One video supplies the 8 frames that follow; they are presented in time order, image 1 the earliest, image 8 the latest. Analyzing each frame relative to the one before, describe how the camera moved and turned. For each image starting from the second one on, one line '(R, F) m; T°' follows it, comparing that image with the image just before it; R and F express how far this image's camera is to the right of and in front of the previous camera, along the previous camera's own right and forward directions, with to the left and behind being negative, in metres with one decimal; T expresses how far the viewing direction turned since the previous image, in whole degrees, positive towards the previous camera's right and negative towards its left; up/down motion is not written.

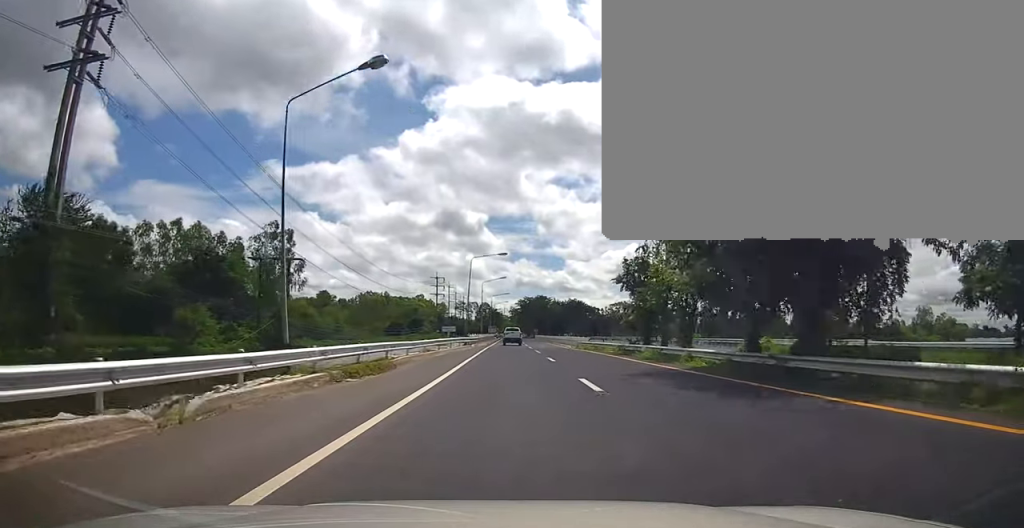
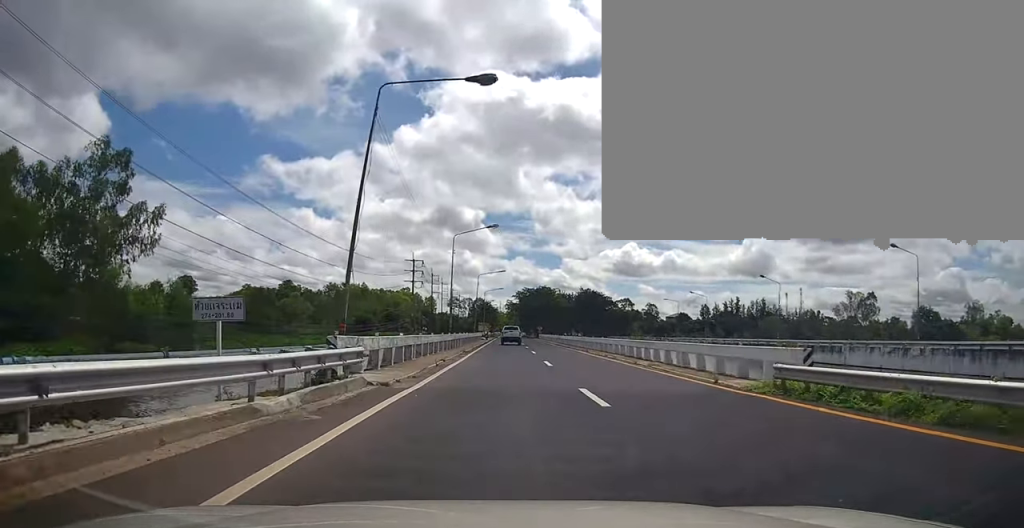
(+0.2, +37.9) m; +1°
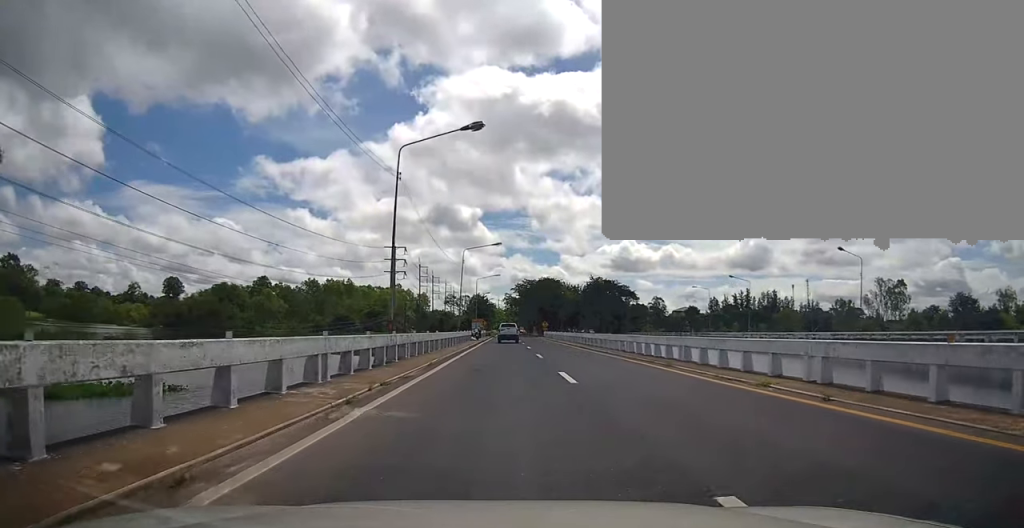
(0.0, +20.7) m; 0°
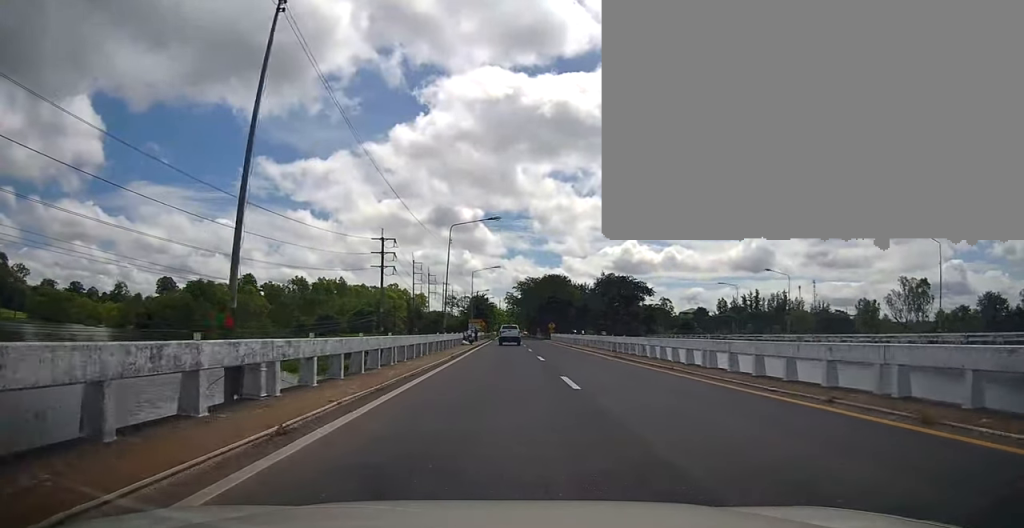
(0.0, +12.7) m; 0°
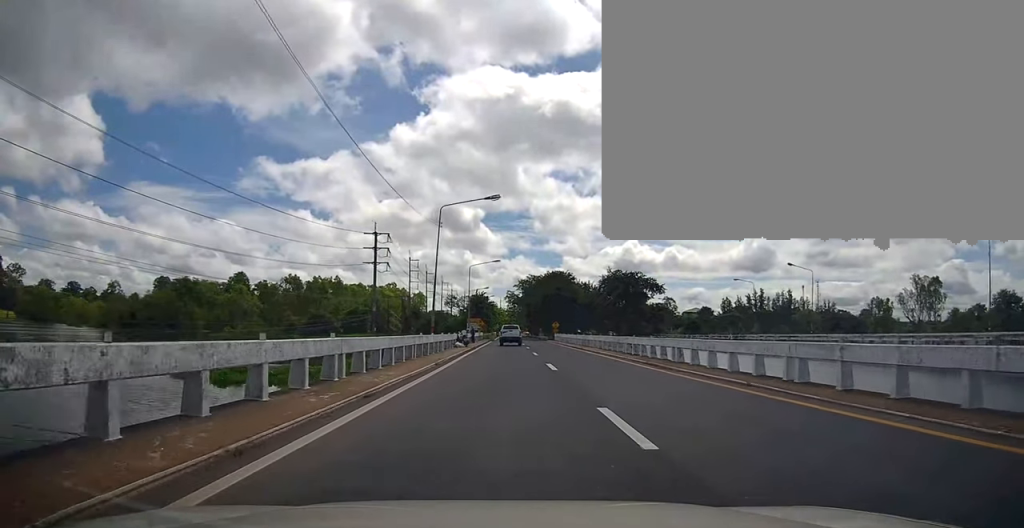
(-0.1, +6.2) m; 0°
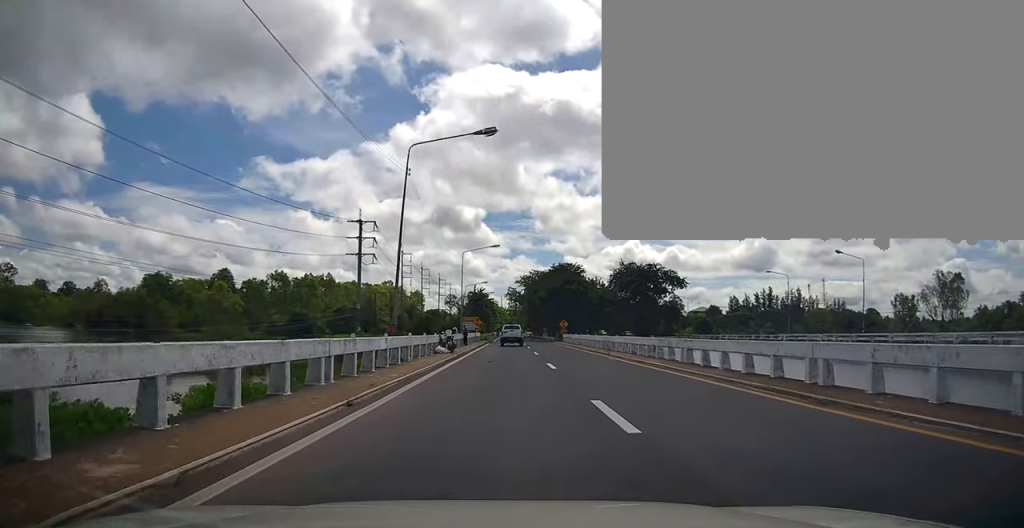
(0.0, +11.1) m; 0°
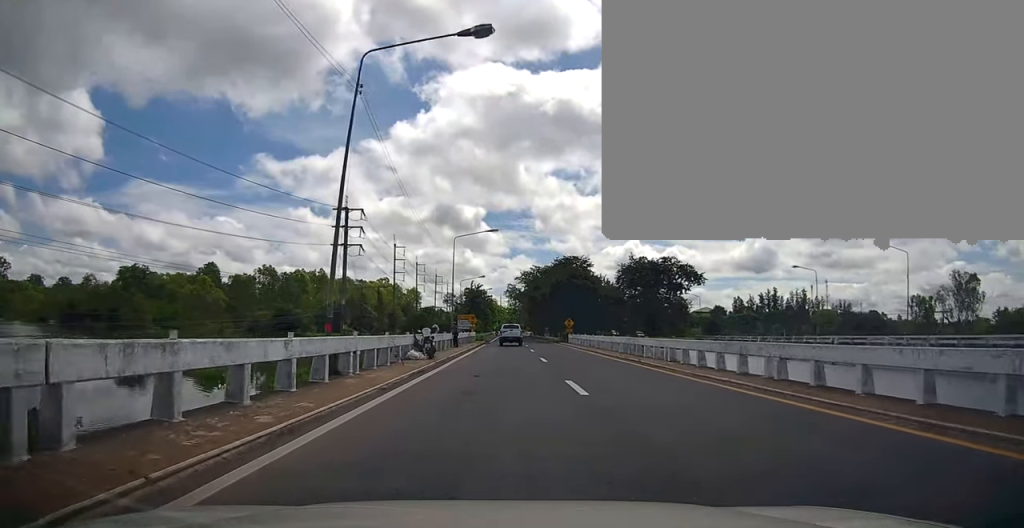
(+0.2, +7.8) m; 0°
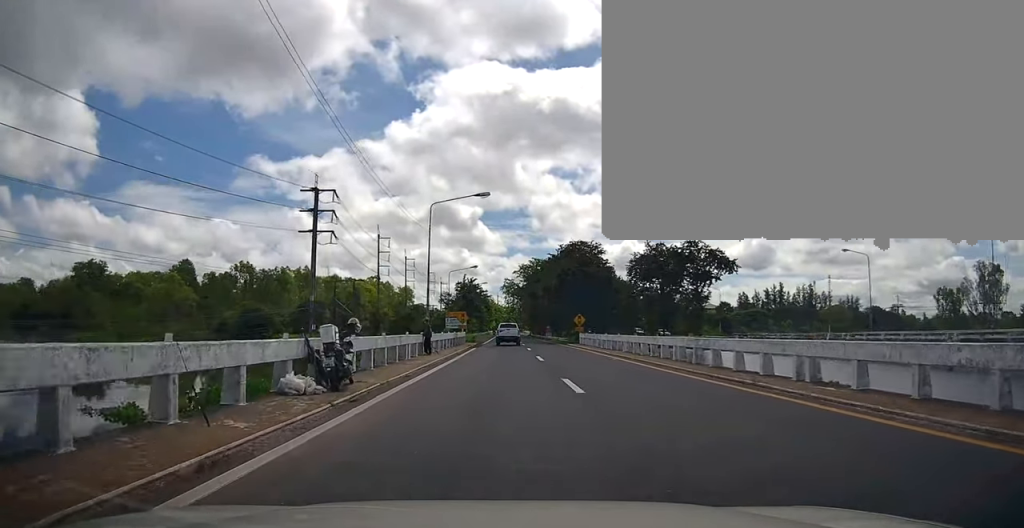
(-0.2, +11.9) m; 0°
